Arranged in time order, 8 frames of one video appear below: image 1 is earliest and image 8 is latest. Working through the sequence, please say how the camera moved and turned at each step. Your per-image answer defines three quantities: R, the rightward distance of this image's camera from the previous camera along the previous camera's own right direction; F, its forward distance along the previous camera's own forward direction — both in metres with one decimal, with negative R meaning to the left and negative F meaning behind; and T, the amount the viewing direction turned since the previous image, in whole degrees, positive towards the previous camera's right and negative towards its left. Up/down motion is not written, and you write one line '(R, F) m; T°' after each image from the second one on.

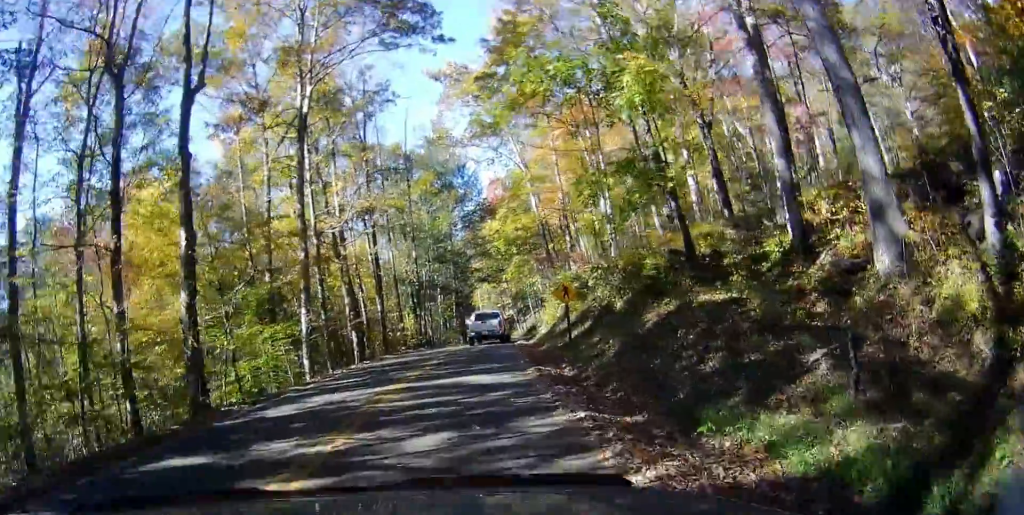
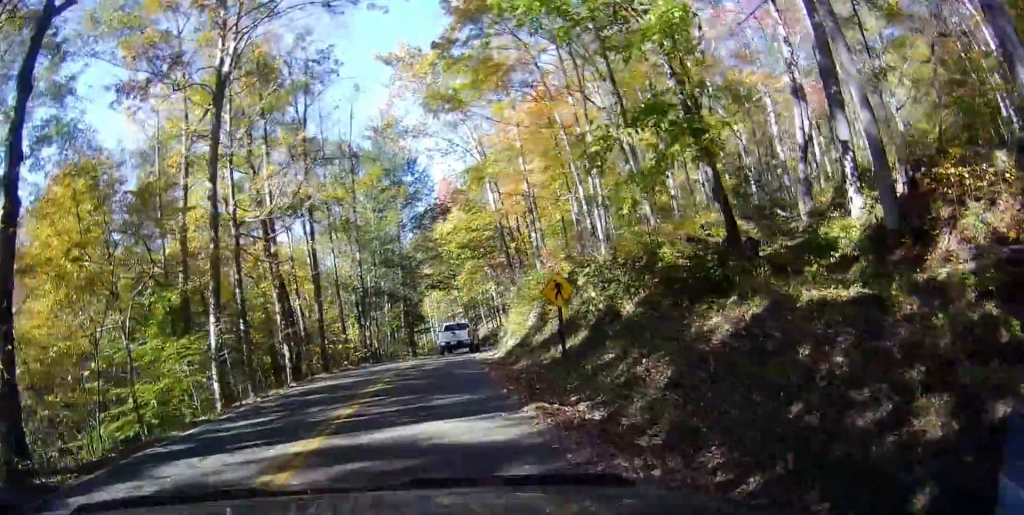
(+0.7, +5.5) m; +4°
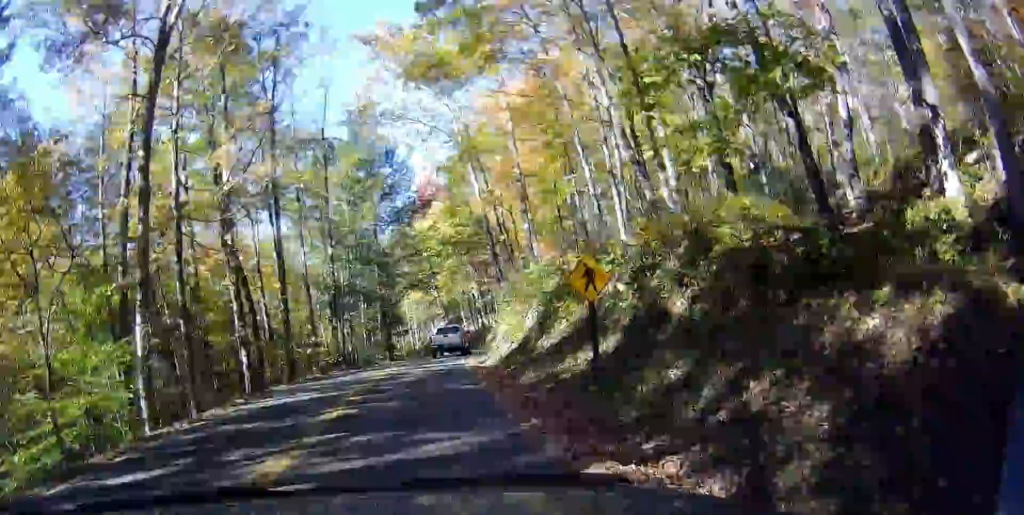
(+0.2, +4.0) m; +1°
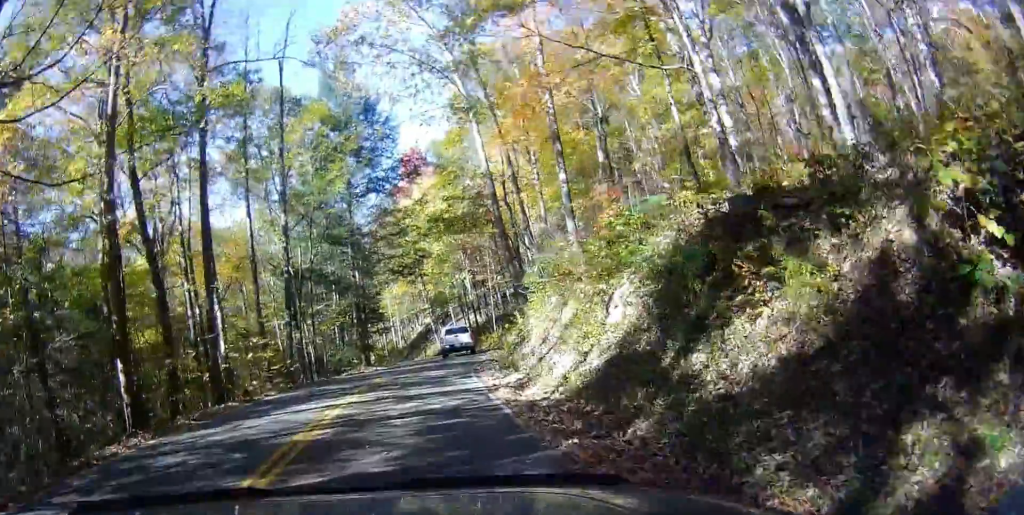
(-0.2, +9.9) m; +2°
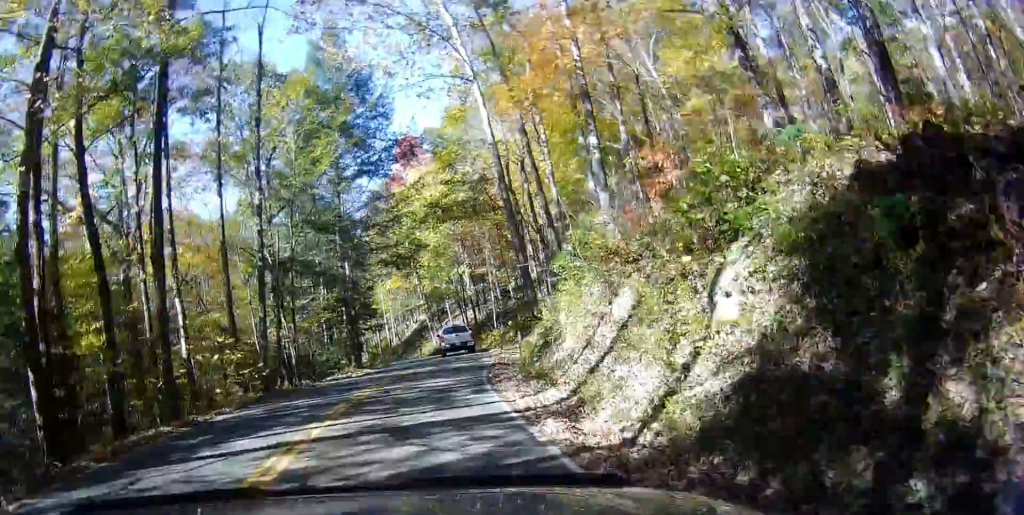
(+0.2, +3.7) m; +2°
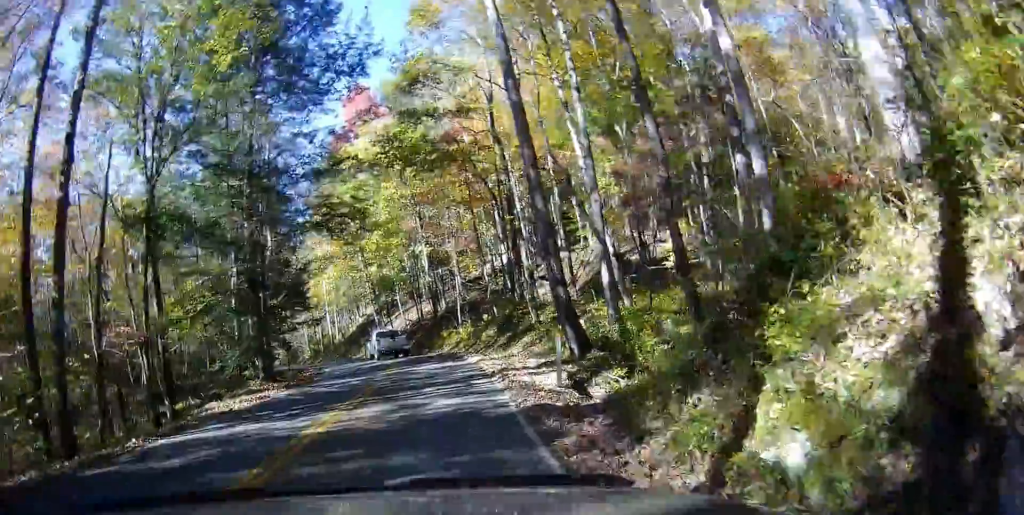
(+0.2, +10.8) m; -2°
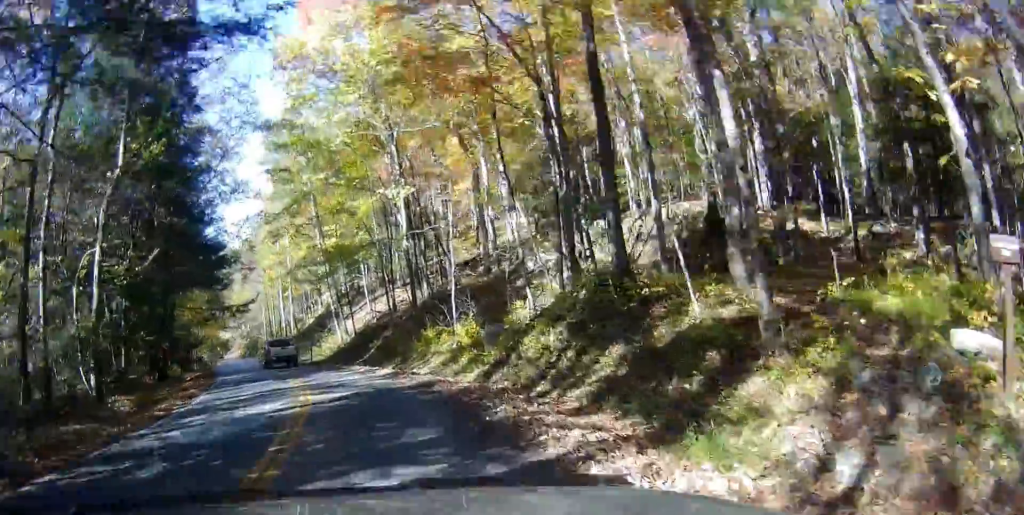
(-0.9, +15.0) m; -1°
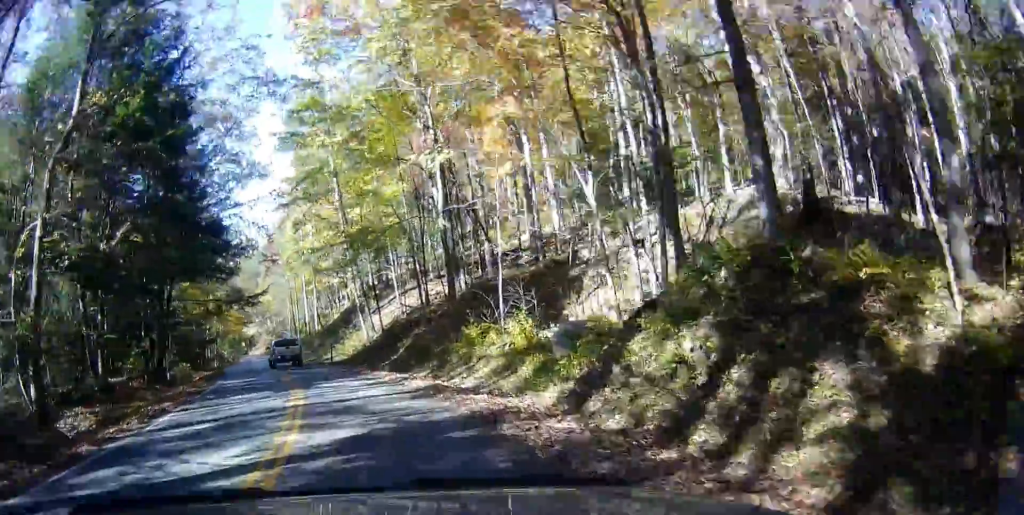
(0.0, +4.6) m; +1°
